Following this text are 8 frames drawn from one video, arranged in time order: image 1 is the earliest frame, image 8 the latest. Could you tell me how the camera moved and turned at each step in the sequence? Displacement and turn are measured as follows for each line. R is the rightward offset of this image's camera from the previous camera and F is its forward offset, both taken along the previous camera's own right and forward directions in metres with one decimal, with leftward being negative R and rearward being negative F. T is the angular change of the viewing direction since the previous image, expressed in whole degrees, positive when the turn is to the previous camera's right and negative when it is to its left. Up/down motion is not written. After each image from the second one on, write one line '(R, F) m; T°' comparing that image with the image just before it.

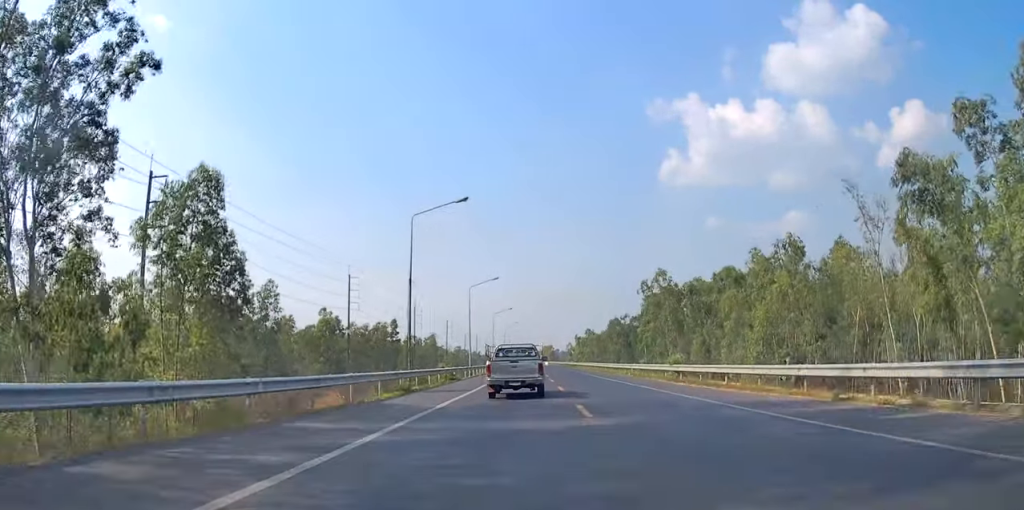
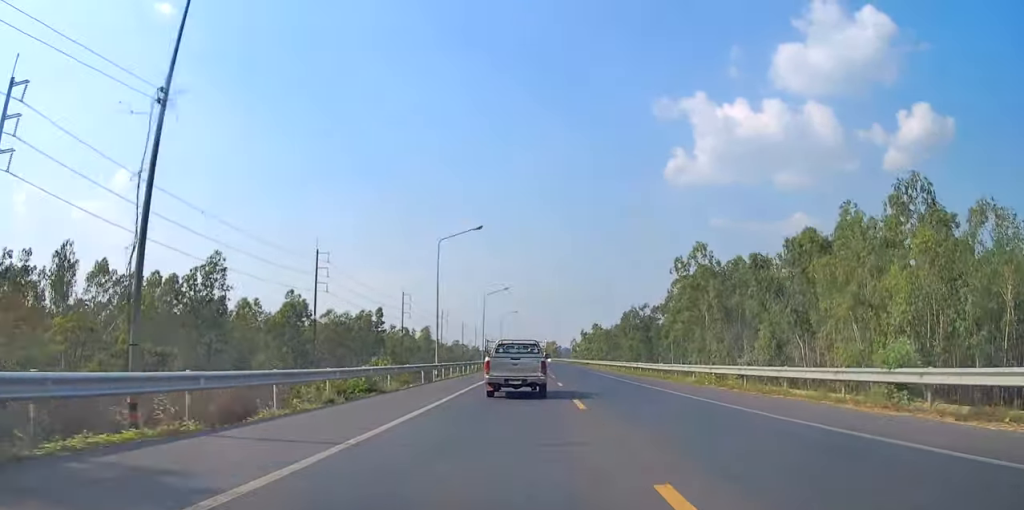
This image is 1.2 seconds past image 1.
(-0.2, +22.4) m; +1°
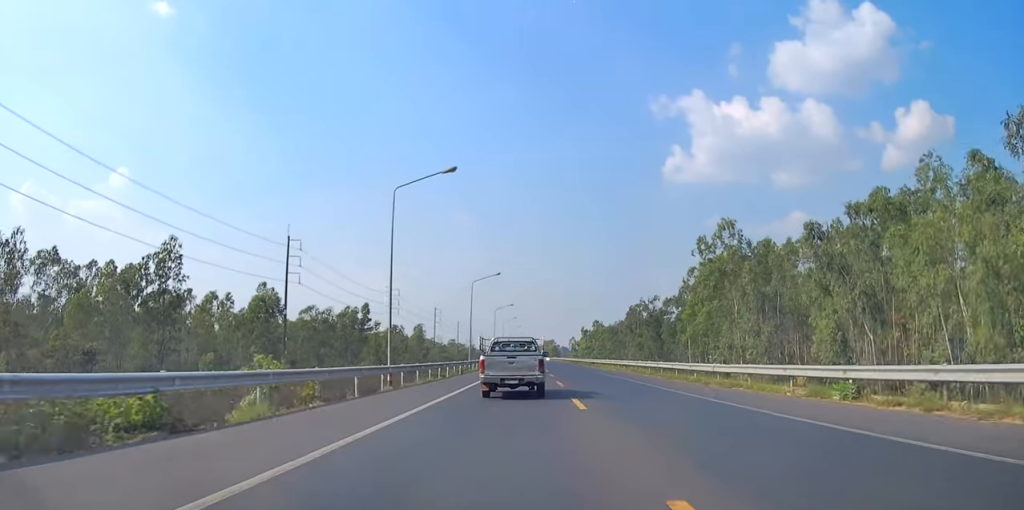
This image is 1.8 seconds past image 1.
(+0.1, +12.4) m; +1°
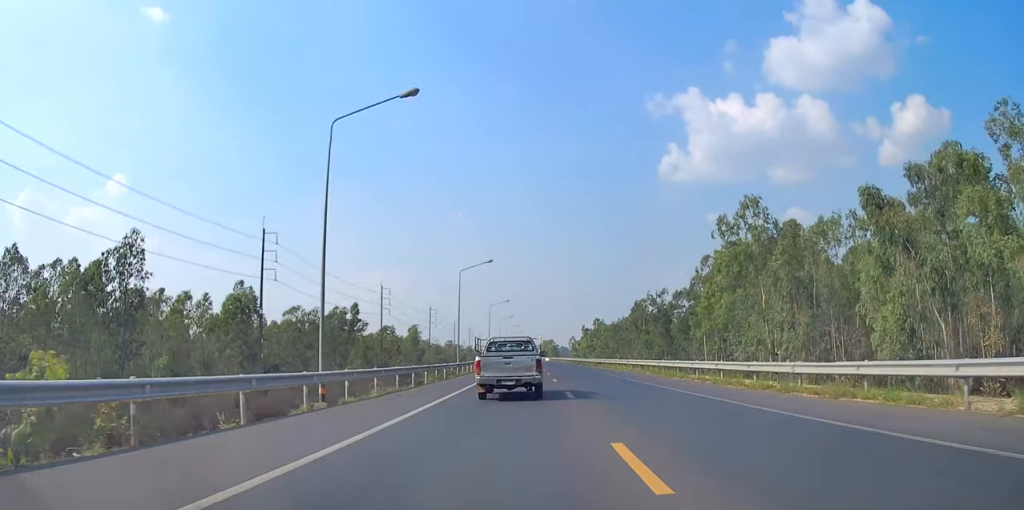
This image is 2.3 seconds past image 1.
(+0.4, +8.9) m; 0°
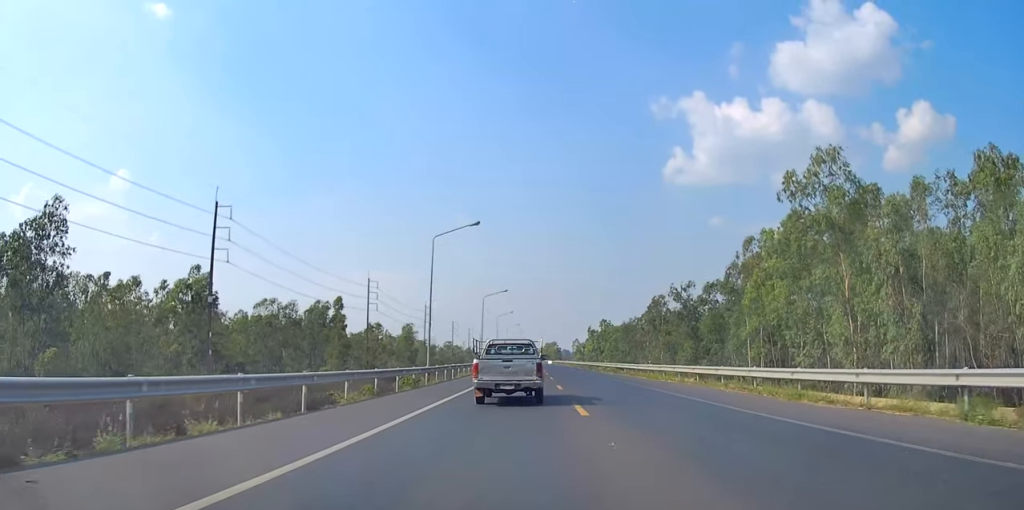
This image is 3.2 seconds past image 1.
(-0.4, +16.6) m; -1°
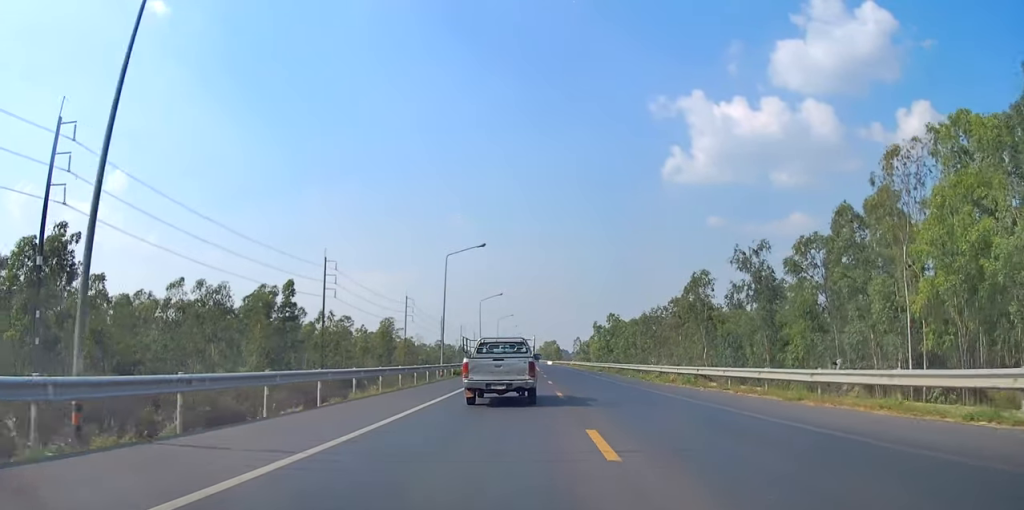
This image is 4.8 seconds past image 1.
(+0.5, +29.8) m; +2°
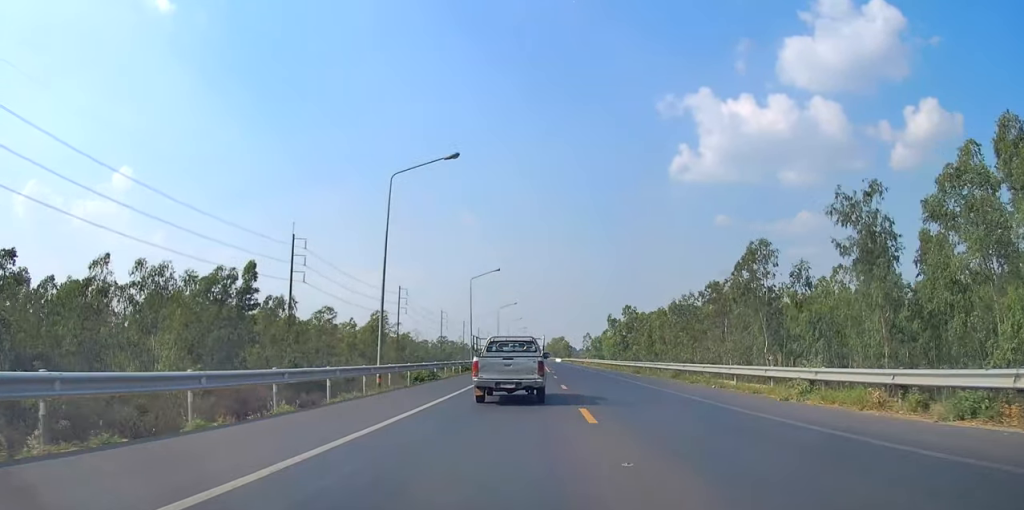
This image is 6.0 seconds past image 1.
(0.0, +20.6) m; 0°
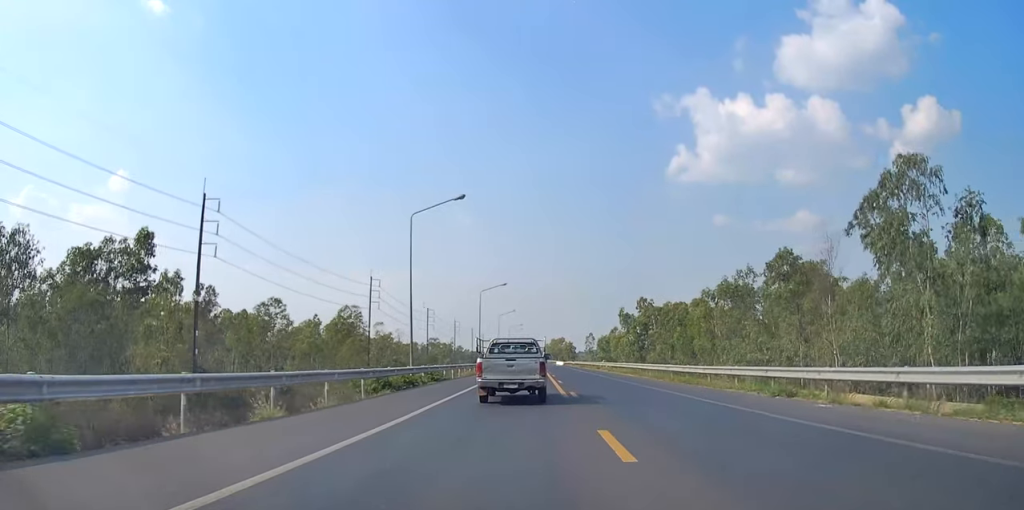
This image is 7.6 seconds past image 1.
(-0.1, +28.9) m; 0°
